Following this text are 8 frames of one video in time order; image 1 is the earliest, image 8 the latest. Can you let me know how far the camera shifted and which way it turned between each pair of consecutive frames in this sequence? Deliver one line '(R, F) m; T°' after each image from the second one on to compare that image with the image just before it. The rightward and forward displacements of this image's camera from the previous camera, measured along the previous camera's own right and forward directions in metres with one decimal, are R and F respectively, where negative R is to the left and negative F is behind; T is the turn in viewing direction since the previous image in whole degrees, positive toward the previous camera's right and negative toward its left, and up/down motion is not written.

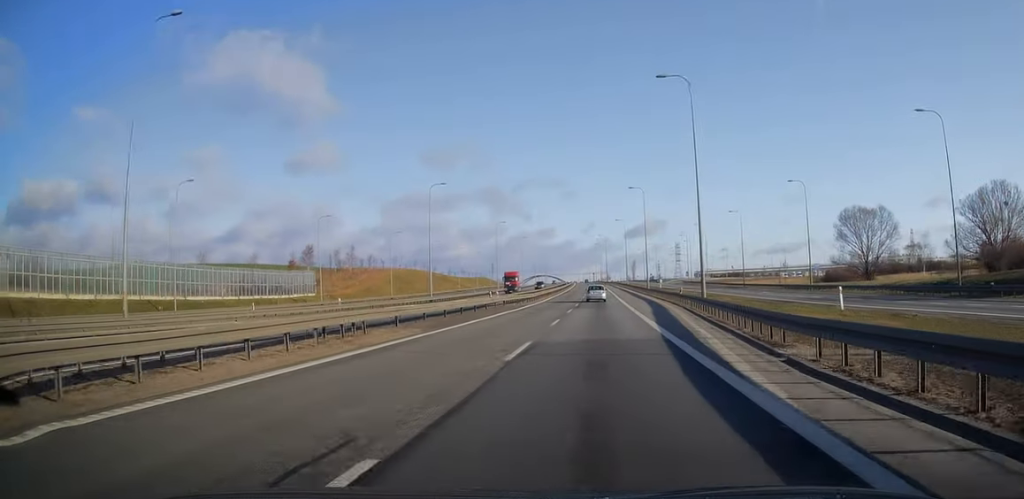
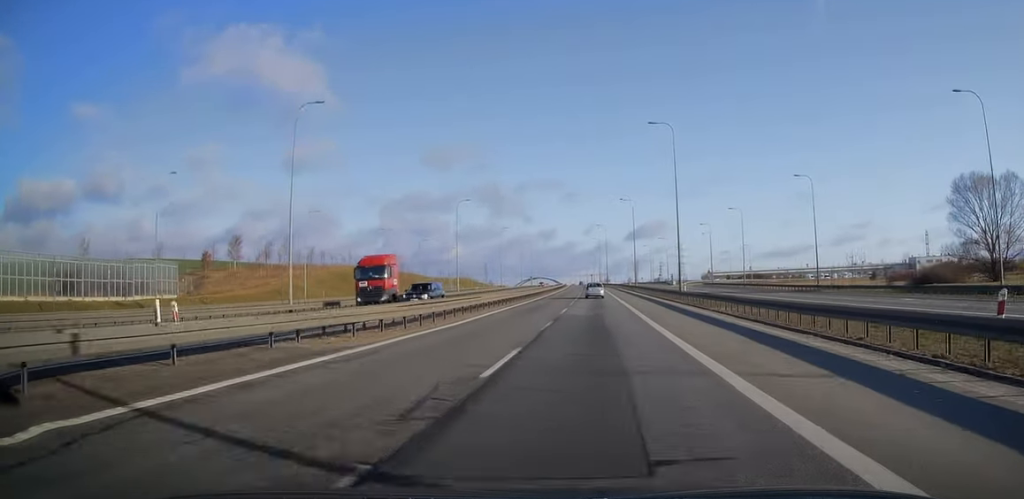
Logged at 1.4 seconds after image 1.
(0.0, +38.1) m; 0°
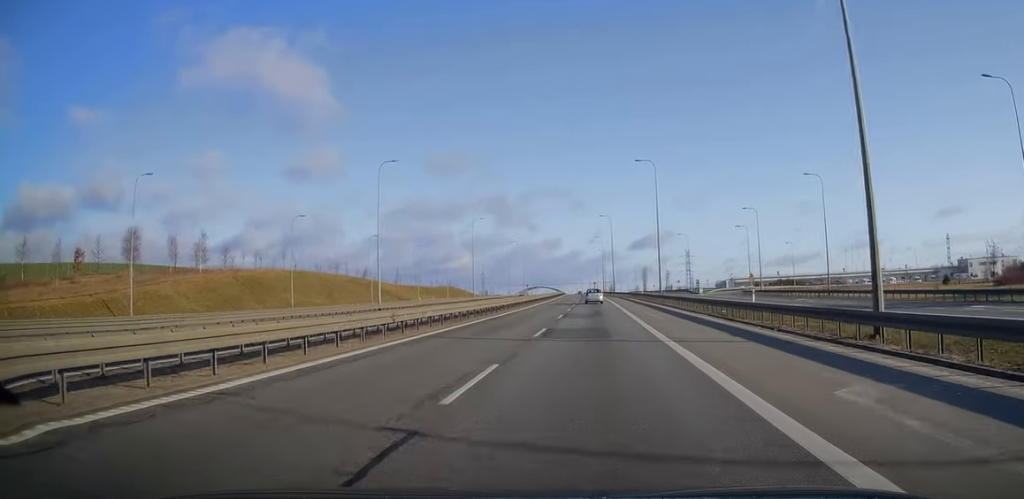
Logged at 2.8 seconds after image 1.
(+0.1, +38.0) m; 0°
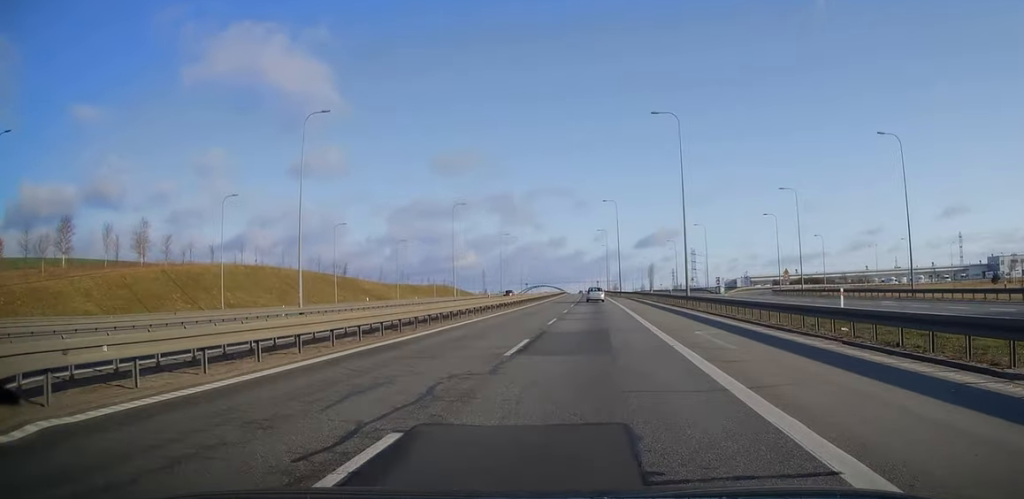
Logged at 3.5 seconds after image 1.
(0.0, +18.3) m; 0°
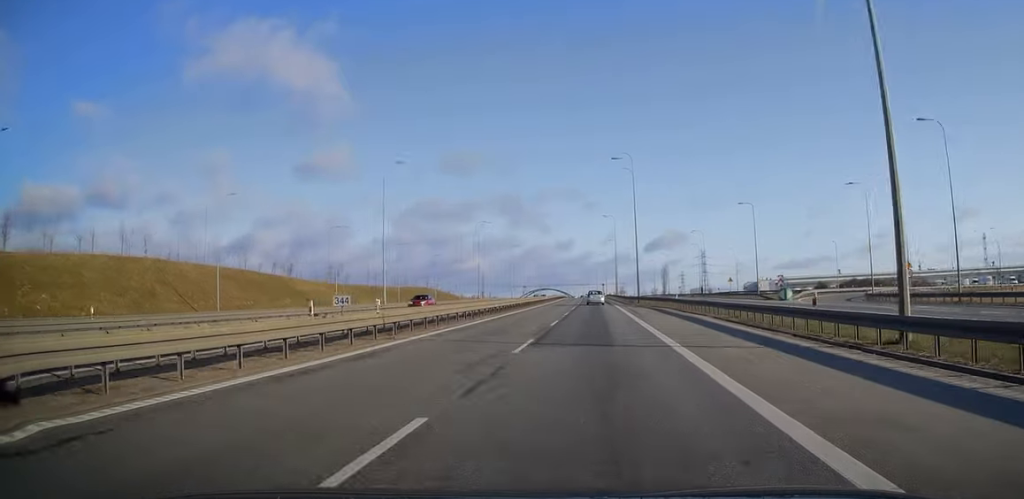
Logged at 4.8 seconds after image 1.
(-0.2, +34.9) m; -1°
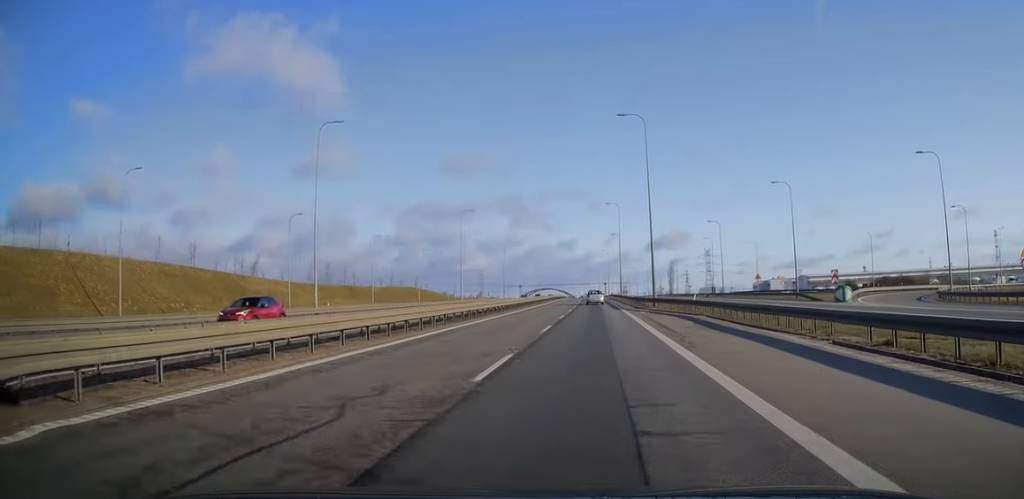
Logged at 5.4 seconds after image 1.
(-0.1, +16.6) m; 0°
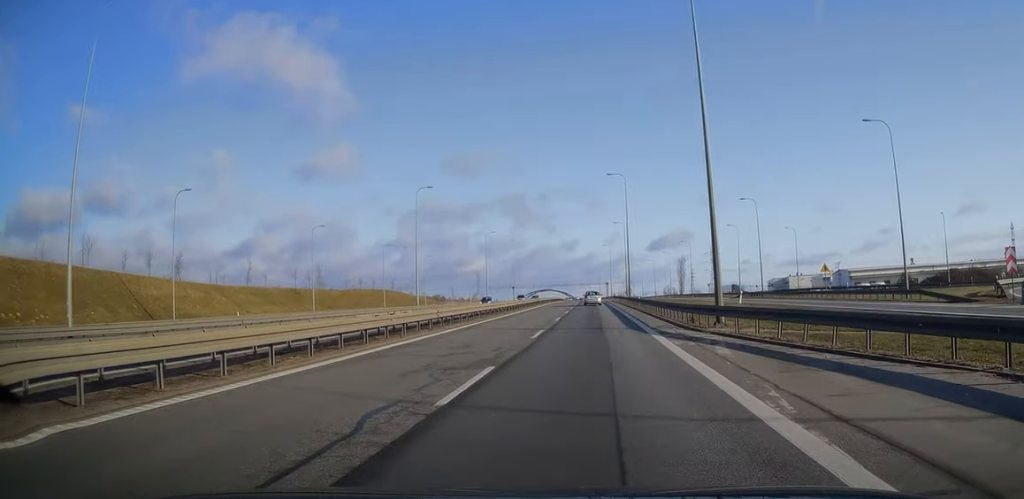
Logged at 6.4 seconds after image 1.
(0.0, +25.9) m; 0°
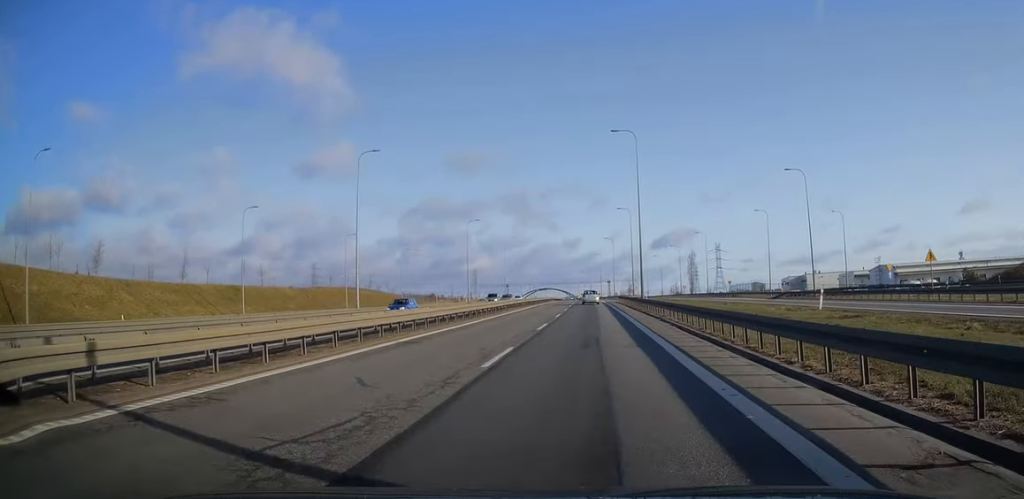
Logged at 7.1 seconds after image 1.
(0.0, +20.2) m; 0°
